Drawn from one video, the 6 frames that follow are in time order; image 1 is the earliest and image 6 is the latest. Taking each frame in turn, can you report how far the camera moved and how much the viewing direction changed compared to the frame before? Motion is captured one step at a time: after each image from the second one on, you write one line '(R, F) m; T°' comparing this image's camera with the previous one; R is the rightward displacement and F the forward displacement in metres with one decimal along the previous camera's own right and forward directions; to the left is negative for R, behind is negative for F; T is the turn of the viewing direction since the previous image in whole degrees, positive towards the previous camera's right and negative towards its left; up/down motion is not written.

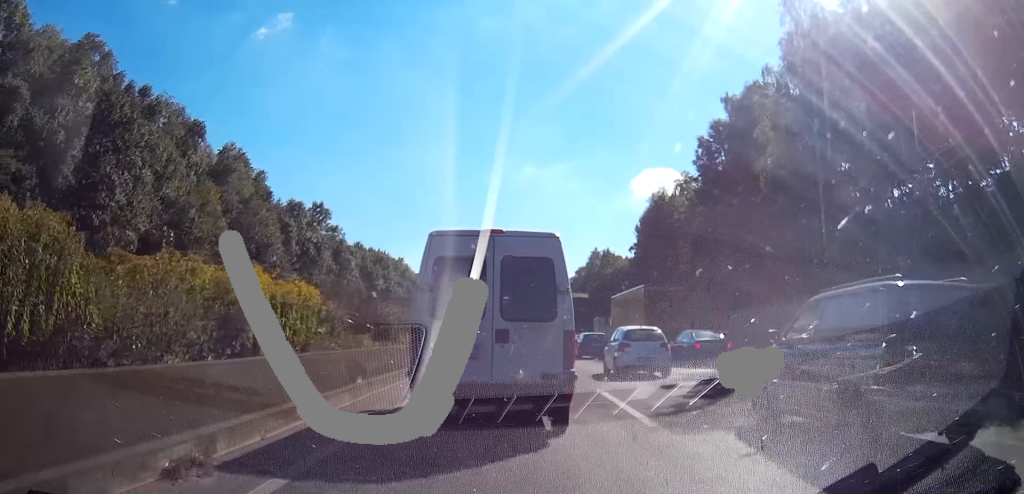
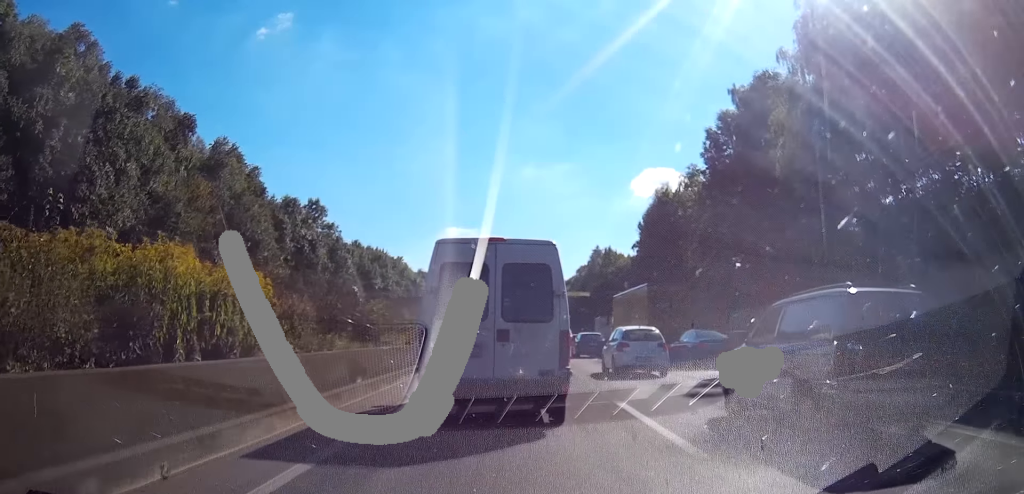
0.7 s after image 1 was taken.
(0.0, +3.2) m; 0°
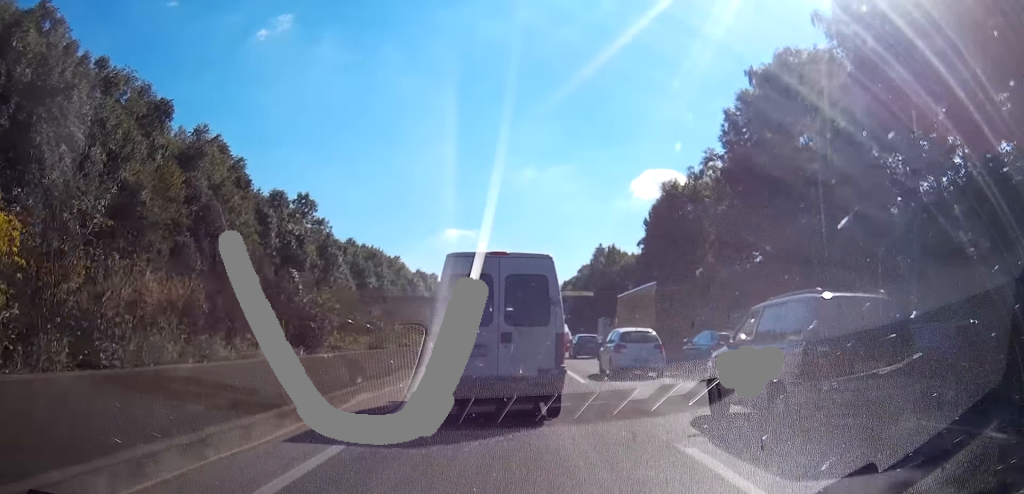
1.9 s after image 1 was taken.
(0.0, +6.8) m; -1°
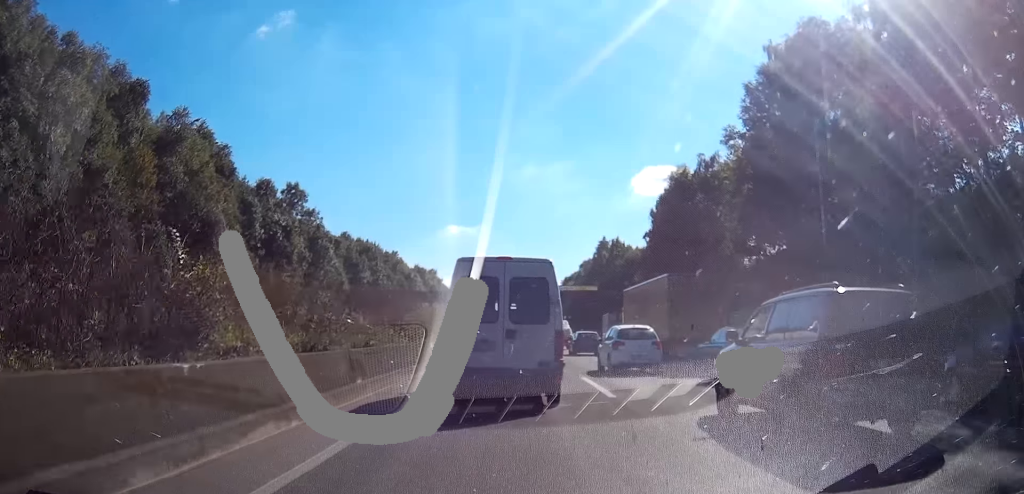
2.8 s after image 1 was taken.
(-0.1, +6.3) m; 0°
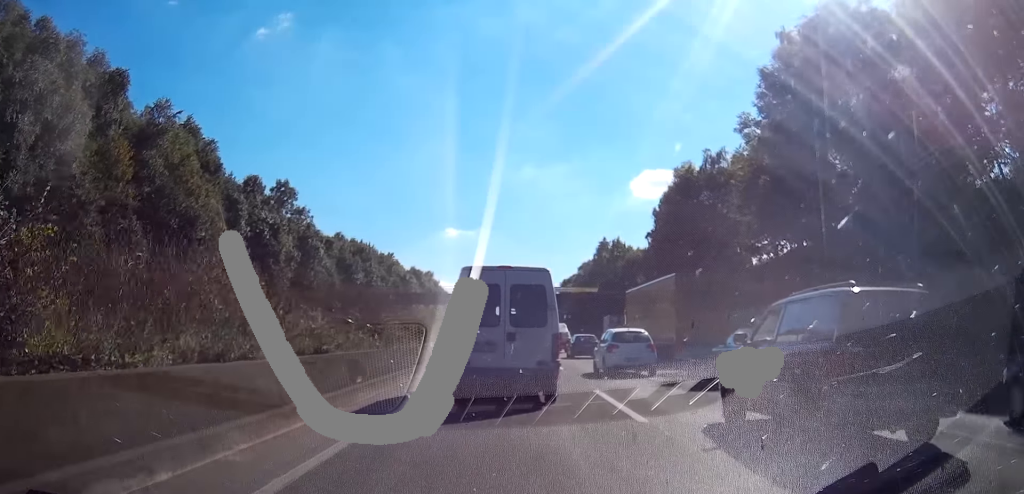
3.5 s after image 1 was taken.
(0.0, +4.6) m; 0°
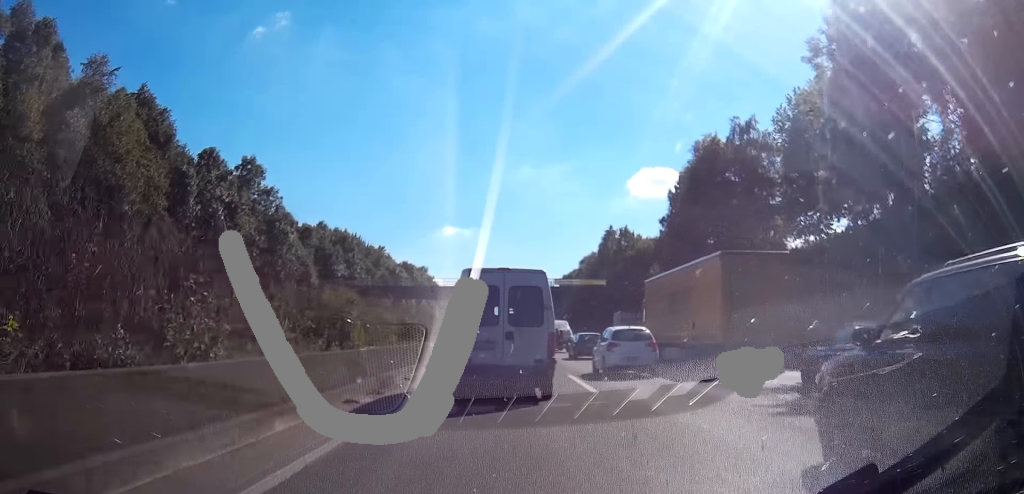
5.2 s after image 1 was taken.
(0.0, +12.0) m; 0°
